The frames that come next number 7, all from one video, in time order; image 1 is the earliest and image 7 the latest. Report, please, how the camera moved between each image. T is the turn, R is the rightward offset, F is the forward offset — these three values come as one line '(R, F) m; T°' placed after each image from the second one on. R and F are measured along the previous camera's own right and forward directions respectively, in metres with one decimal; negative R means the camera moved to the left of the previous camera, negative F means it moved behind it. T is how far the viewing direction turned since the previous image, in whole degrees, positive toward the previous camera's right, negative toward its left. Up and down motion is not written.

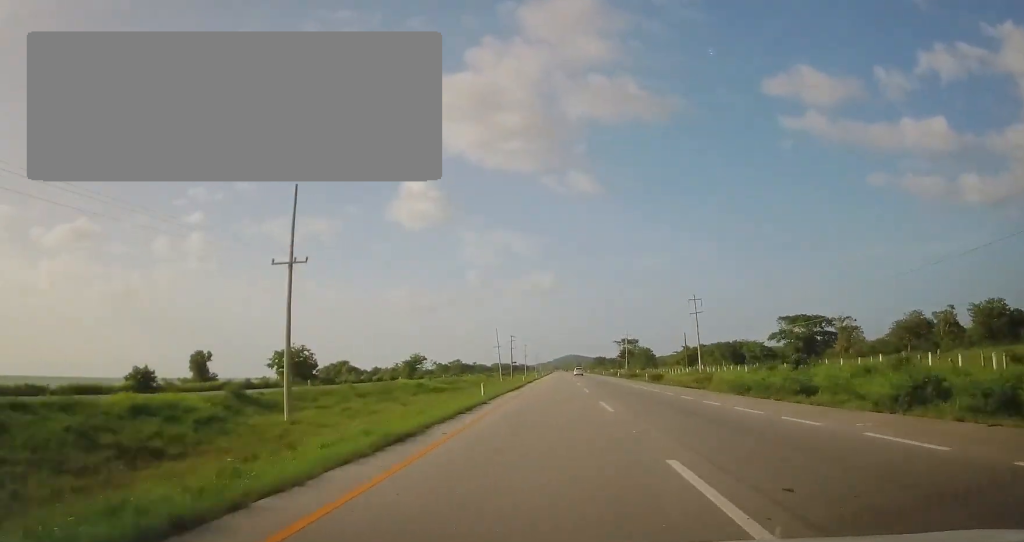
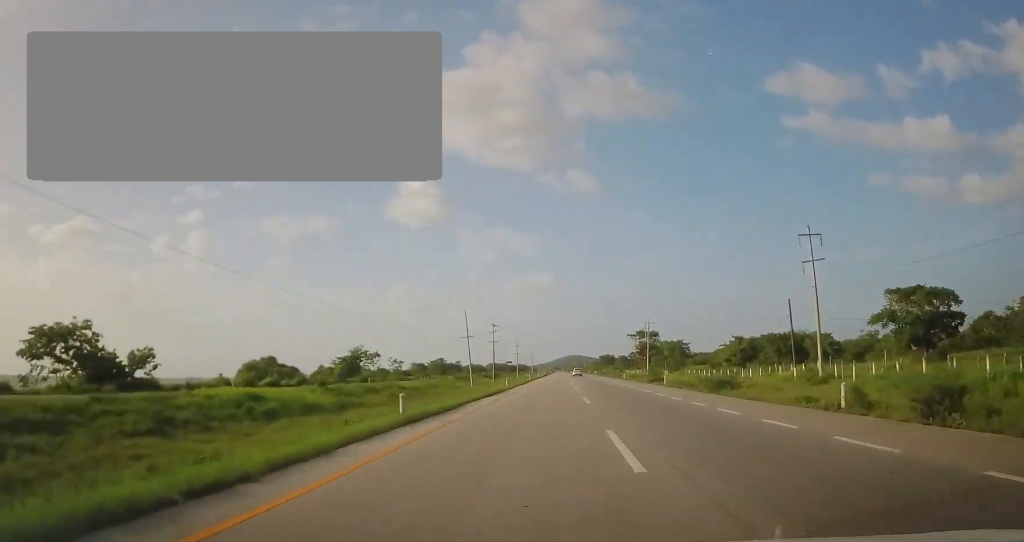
(-0.4, +42.0) m; 0°
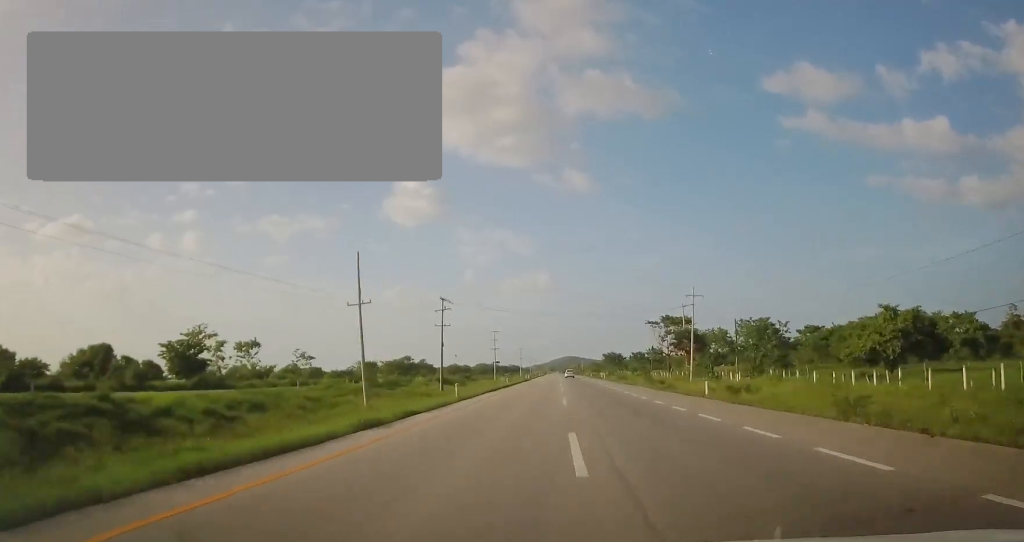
(+0.6, +47.2) m; +1°
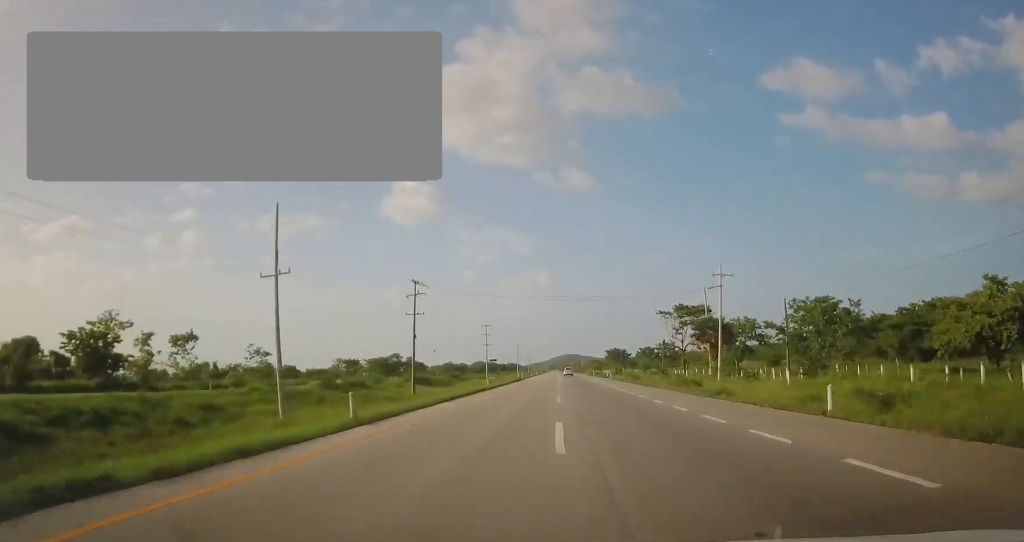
(0.0, +14.0) m; 0°
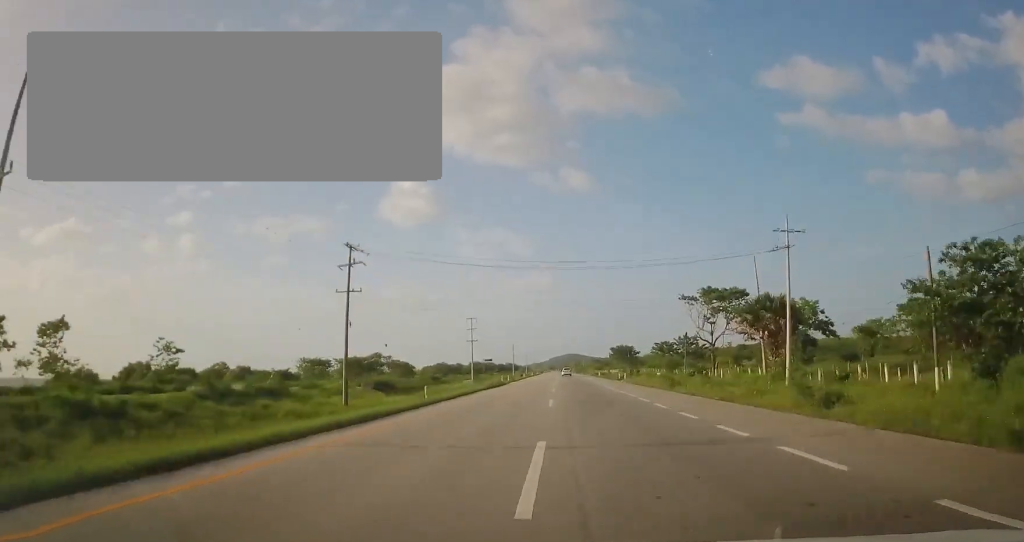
(-0.1, +19.5) m; 0°
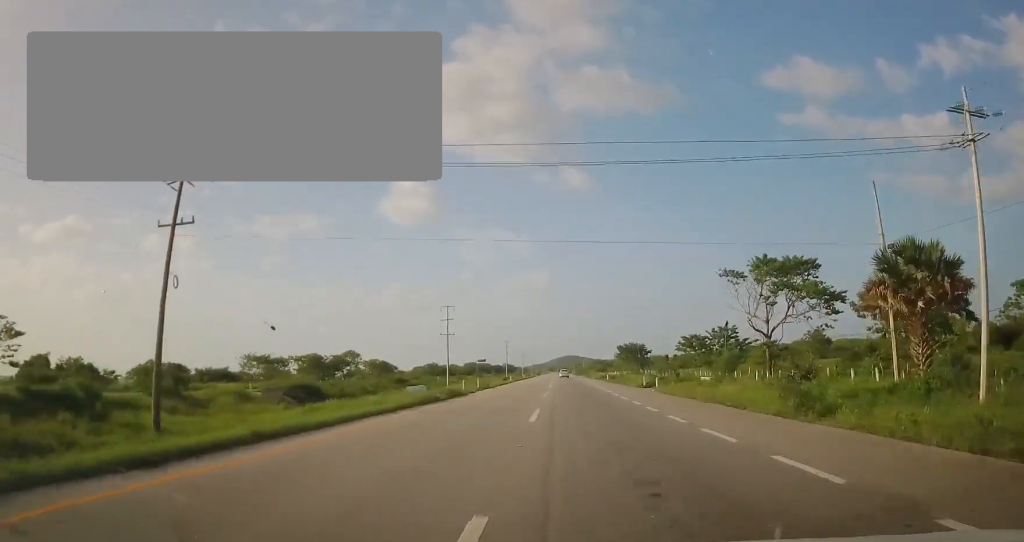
(+0.1, +21.5) m; 0°
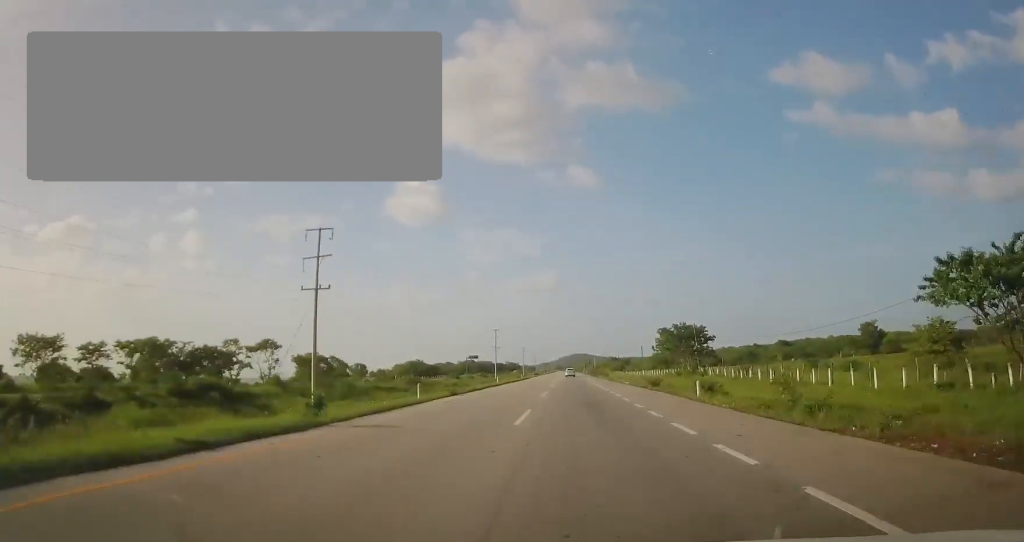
(-0.5, +48.6) m; -1°
